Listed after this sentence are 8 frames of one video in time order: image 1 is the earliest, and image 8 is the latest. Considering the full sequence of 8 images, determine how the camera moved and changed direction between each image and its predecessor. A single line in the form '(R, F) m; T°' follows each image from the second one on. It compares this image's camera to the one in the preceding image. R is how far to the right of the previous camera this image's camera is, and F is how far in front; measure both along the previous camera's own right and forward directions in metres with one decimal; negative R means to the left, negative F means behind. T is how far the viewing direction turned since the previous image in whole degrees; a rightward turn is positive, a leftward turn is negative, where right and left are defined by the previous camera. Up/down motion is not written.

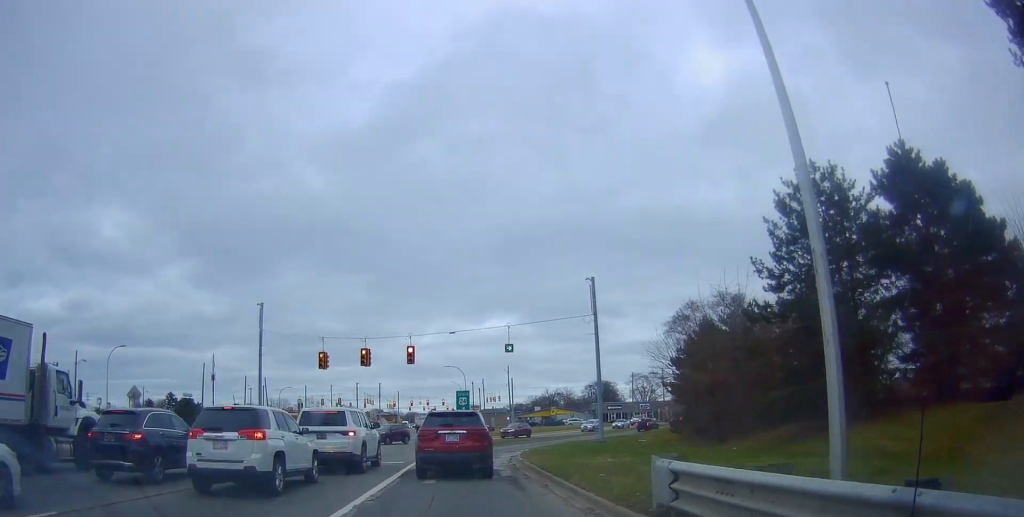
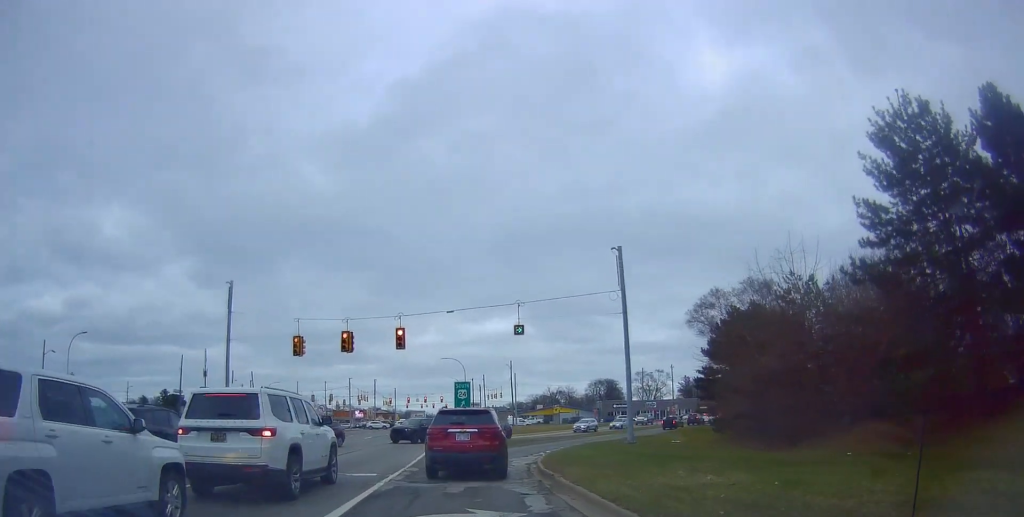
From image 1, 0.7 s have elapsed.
(-0.5, +7.0) m; -1°
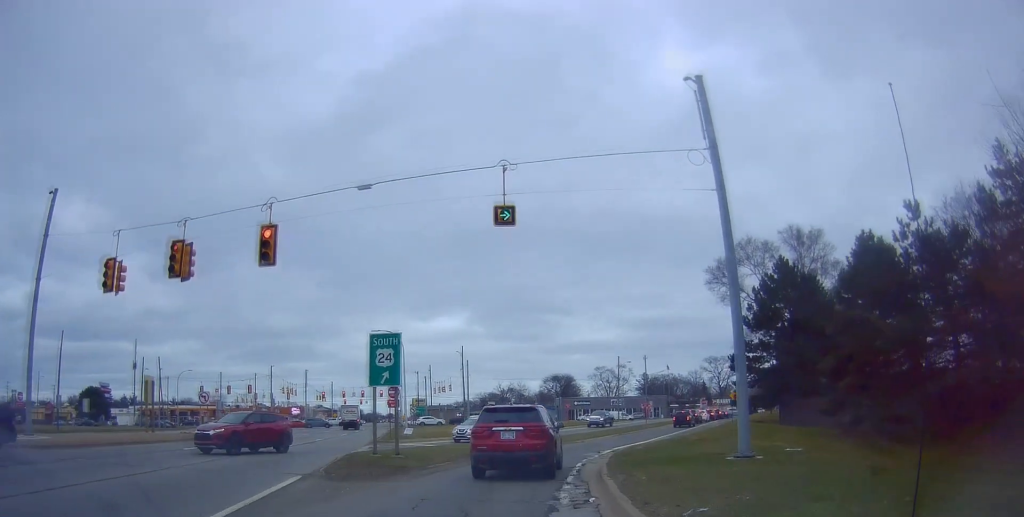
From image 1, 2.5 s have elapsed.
(+0.9, +19.3) m; +3°
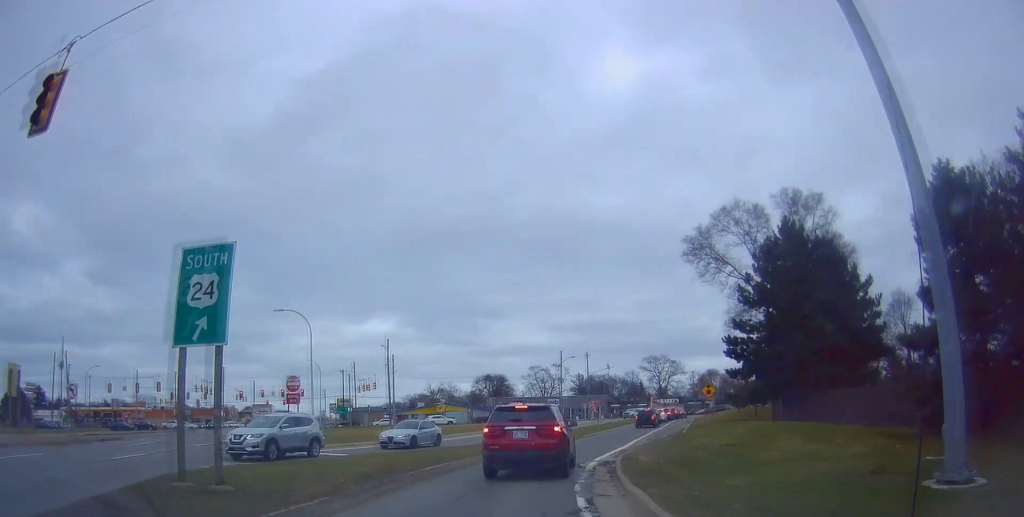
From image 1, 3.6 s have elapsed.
(0.0, +10.4) m; +3°
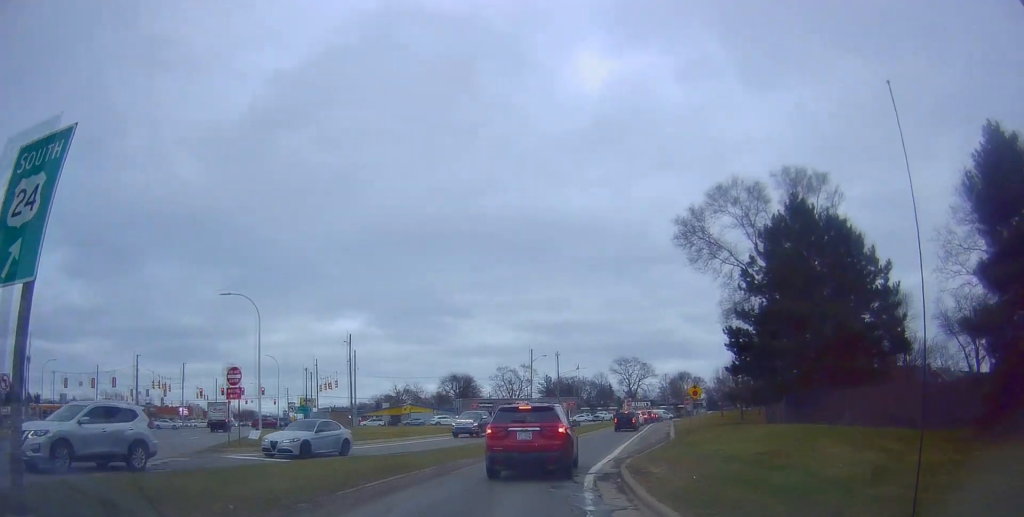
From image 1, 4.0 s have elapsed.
(+0.1, +4.5) m; +2°
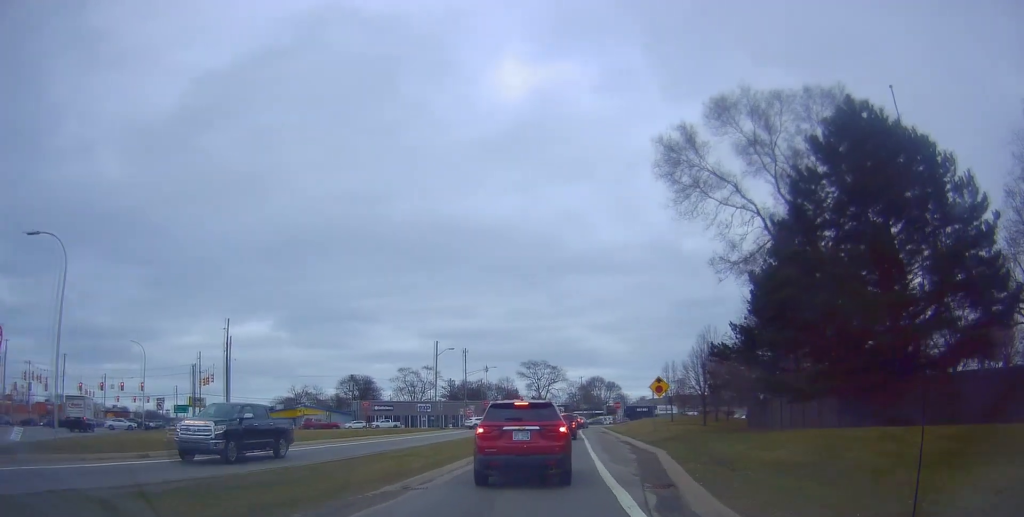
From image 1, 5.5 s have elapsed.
(+0.6, +13.4) m; +5°
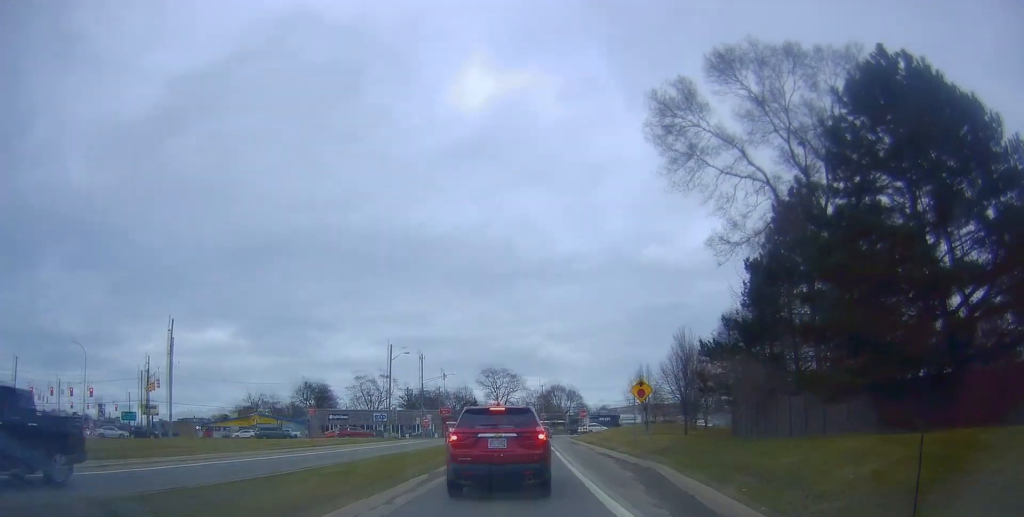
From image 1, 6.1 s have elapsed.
(+0.1, +5.6) m; +3°
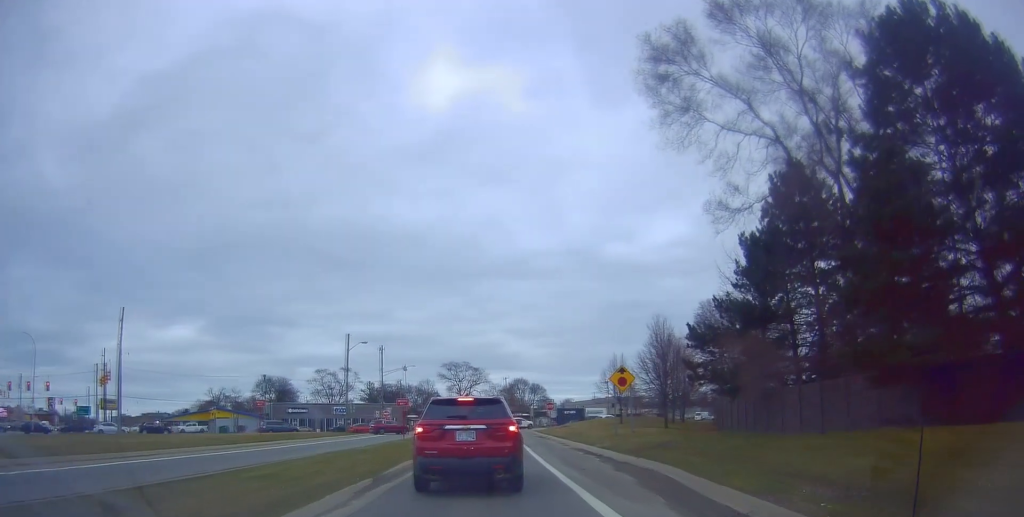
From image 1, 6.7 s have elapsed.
(+0.1, +4.9) m; +3°
